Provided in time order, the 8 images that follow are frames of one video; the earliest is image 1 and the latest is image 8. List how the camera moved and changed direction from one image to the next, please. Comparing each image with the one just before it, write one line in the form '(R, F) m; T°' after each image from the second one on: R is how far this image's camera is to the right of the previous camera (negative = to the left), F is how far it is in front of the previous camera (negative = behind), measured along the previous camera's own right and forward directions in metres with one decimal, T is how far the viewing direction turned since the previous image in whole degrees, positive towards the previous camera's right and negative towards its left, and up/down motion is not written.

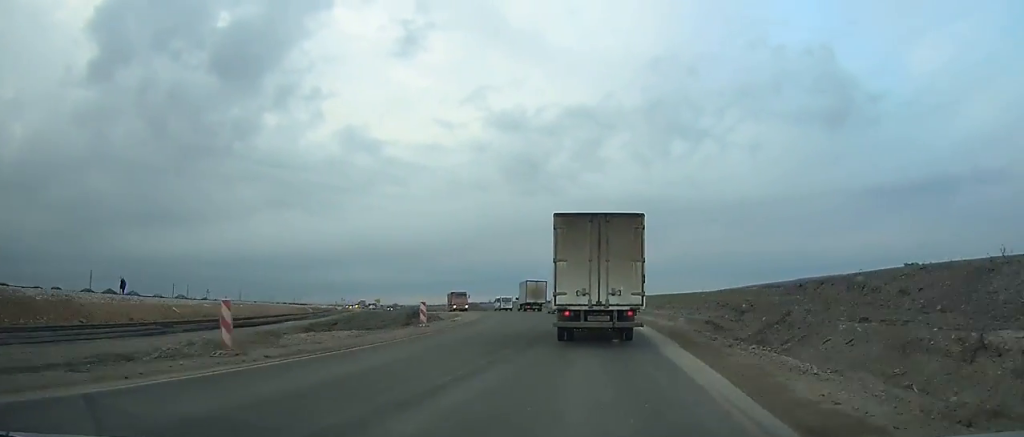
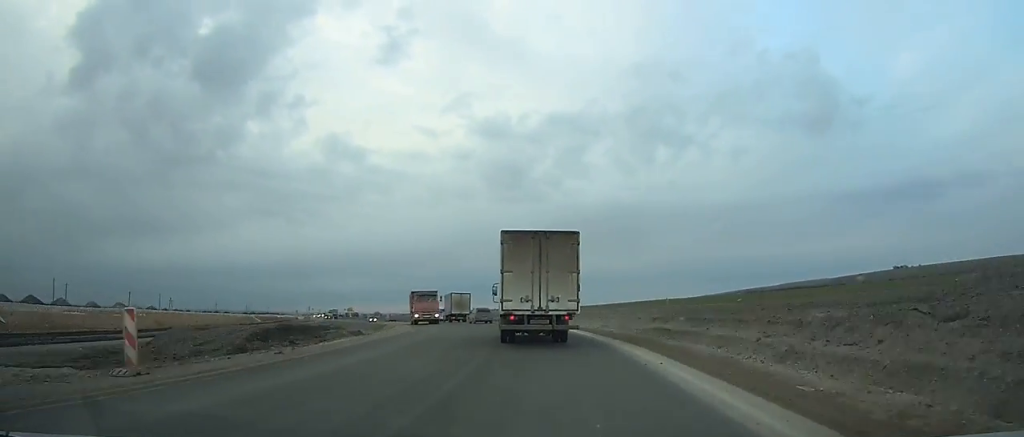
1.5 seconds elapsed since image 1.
(+0.3, +18.9) m; -2°
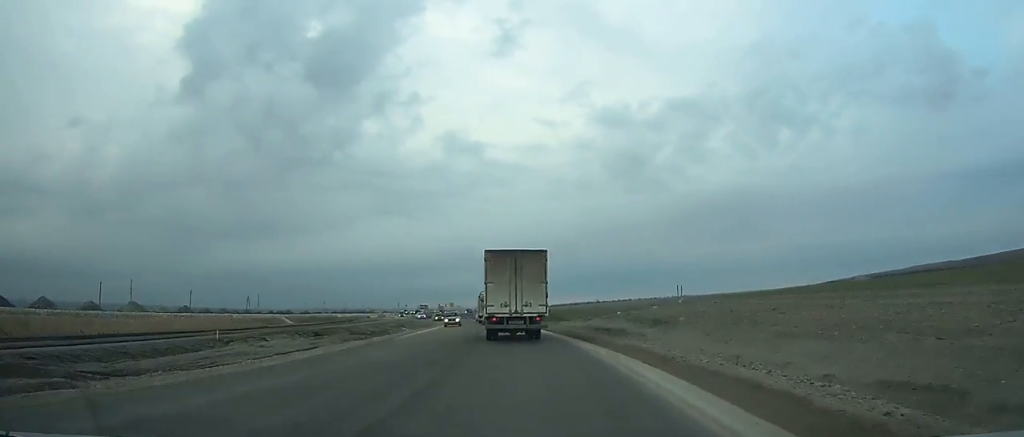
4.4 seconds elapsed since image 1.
(-2.2, +37.8) m; -9°
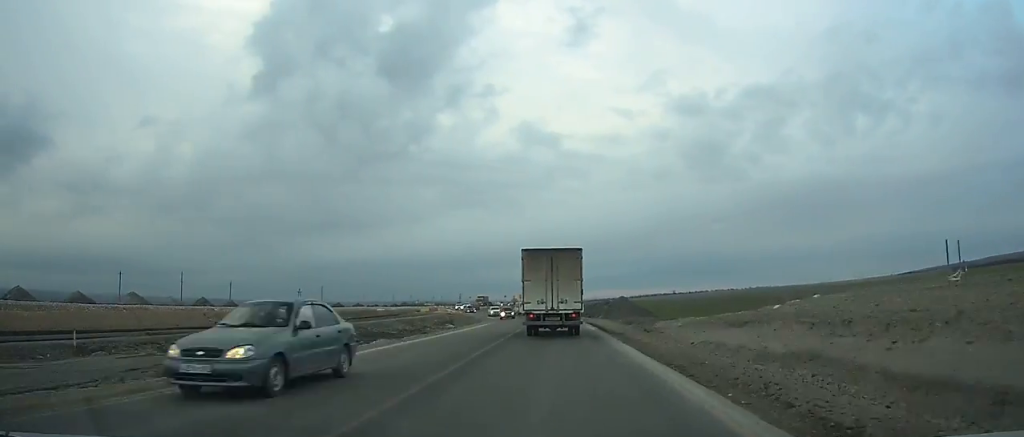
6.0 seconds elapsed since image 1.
(-1.7, +21.9) m; -4°
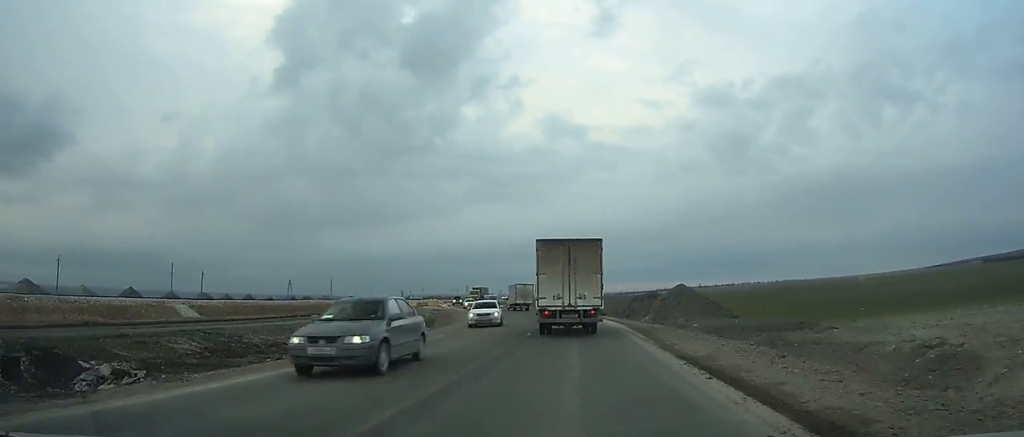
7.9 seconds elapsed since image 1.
(-1.2, +26.4) m; -5°
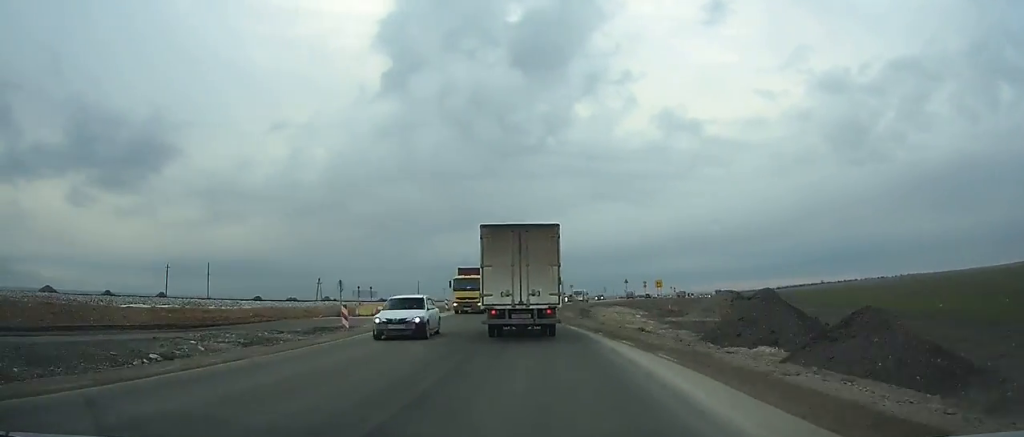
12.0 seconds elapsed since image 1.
(-5.2, +57.5) m; -9°
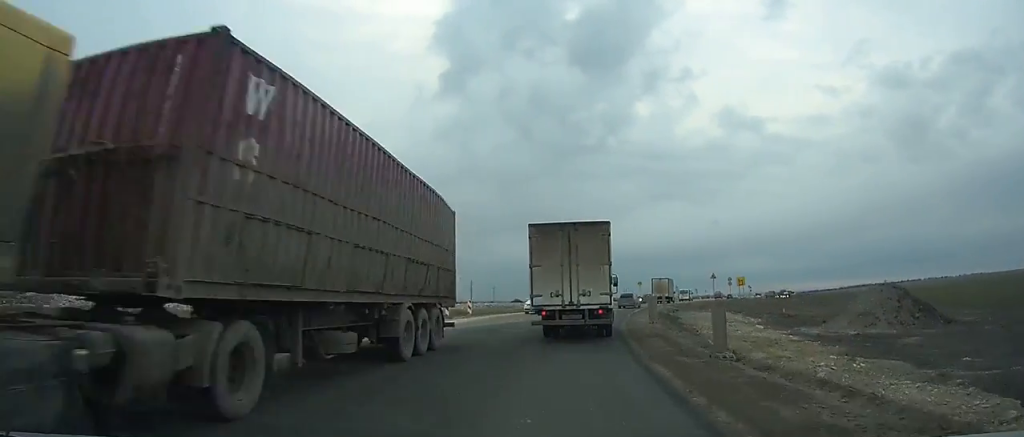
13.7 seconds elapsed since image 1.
(-0.7, +24.3) m; 0°
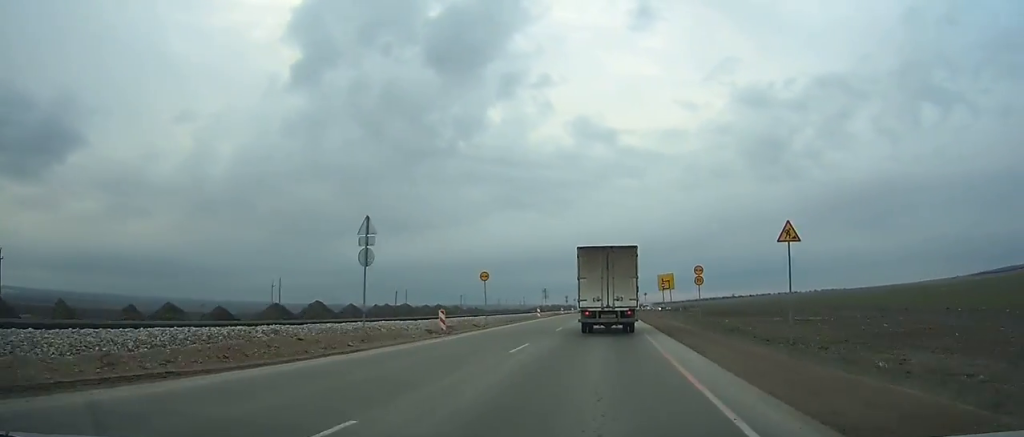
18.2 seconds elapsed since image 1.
(+4.5, +65.9) m; +10°
